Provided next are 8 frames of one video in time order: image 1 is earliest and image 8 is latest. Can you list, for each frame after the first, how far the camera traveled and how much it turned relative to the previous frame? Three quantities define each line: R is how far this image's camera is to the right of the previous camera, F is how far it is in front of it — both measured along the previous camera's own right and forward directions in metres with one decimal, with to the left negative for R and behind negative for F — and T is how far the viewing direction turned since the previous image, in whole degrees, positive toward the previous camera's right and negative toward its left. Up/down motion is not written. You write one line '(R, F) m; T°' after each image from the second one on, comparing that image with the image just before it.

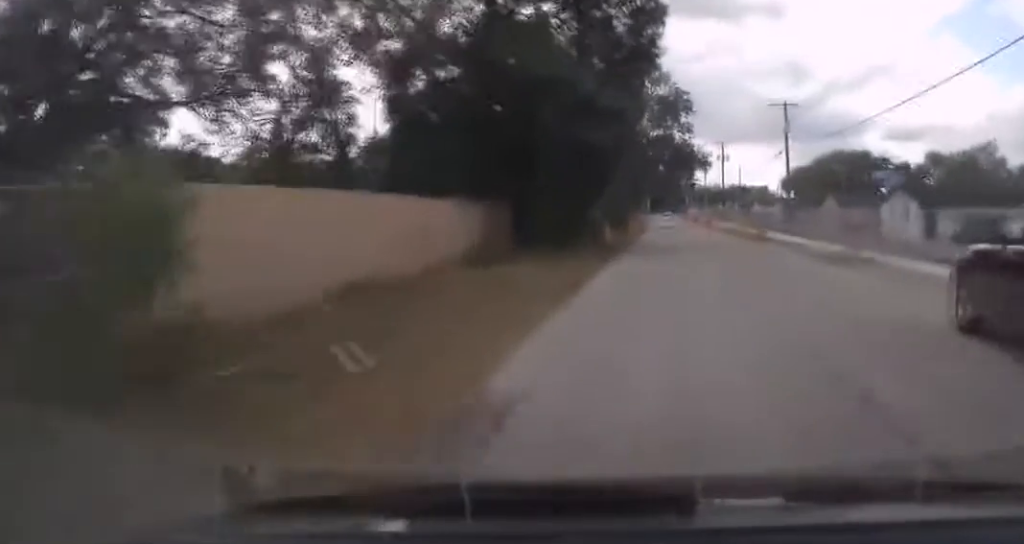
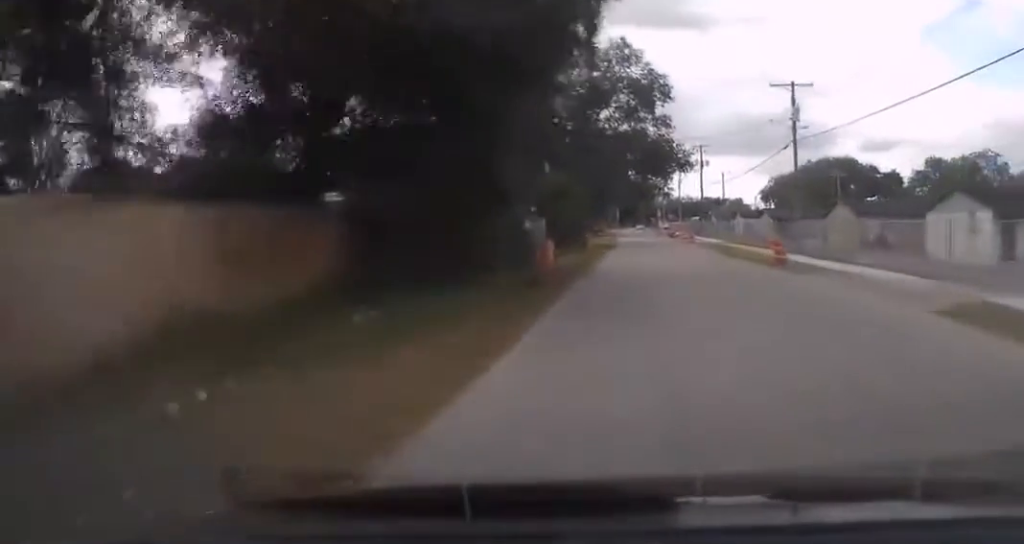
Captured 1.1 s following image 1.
(0.0, +13.2) m; +2°
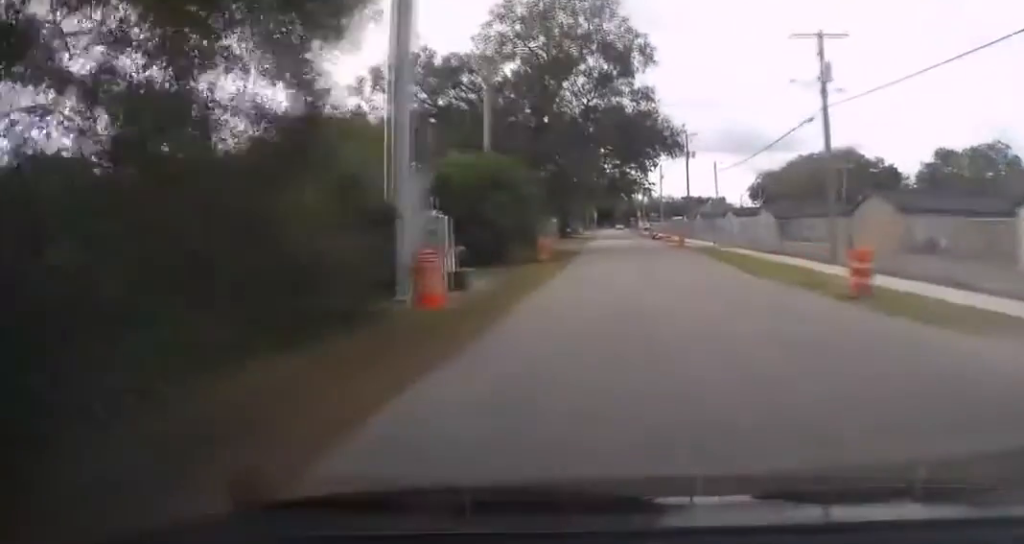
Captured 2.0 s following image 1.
(+0.3, +12.0) m; +2°
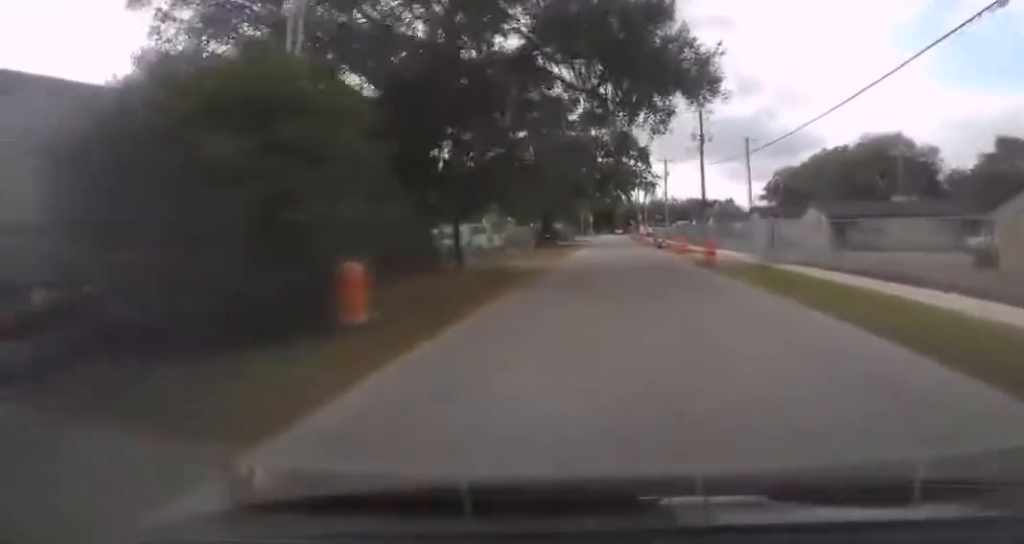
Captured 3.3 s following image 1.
(+0.2, +18.9) m; 0°
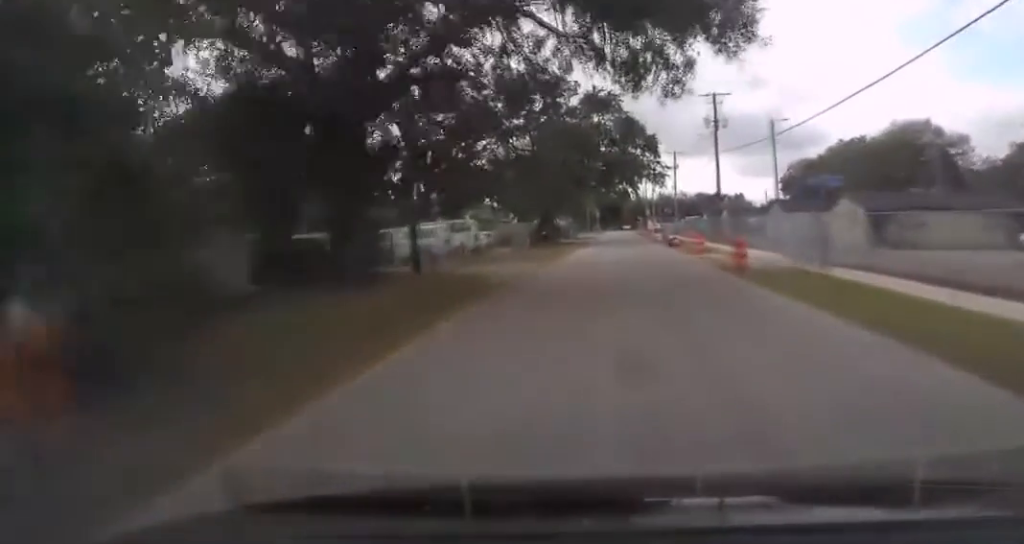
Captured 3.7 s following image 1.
(0.0, +6.4) m; 0°
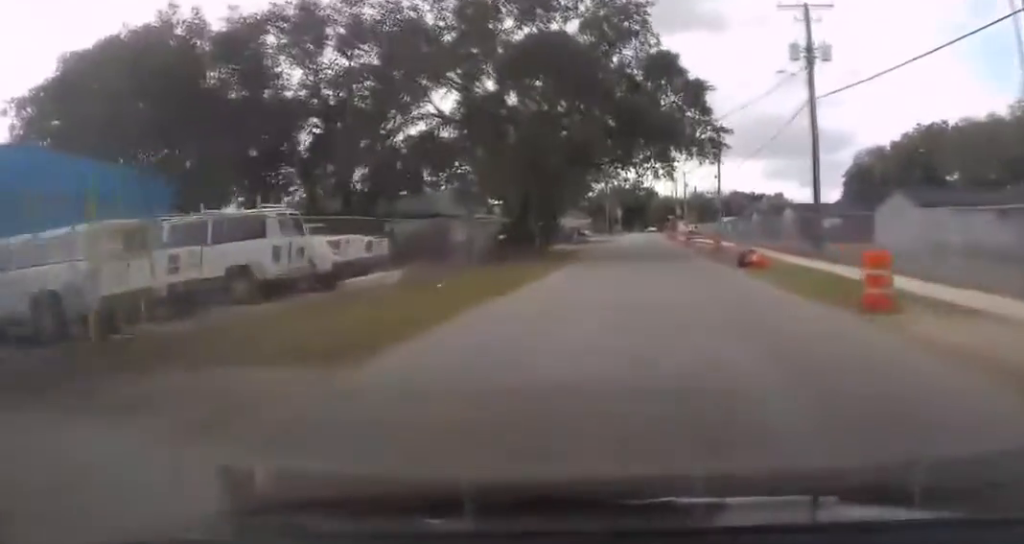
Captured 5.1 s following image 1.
(-0.5, +24.7) m; -2°
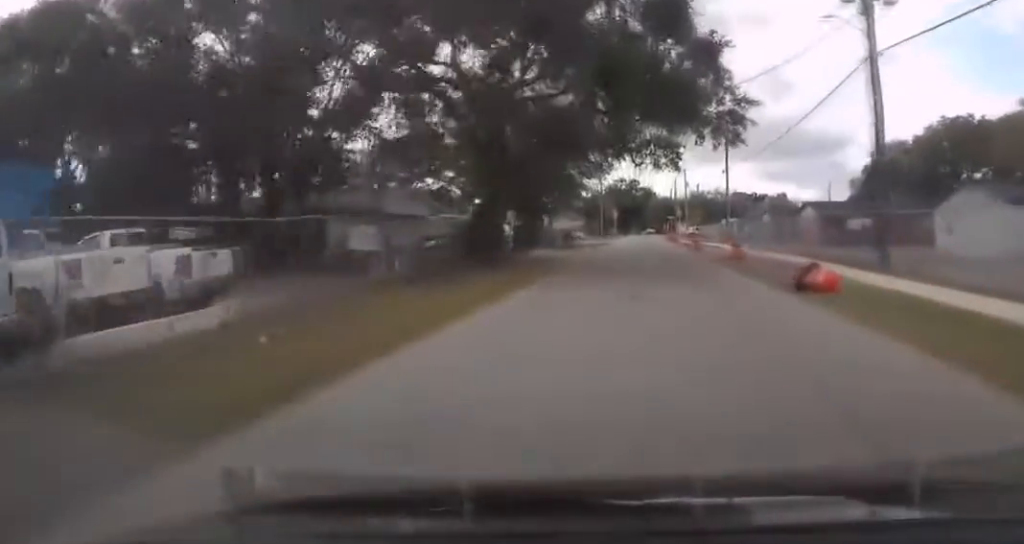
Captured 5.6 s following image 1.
(-0.1, +9.5) m; 0°
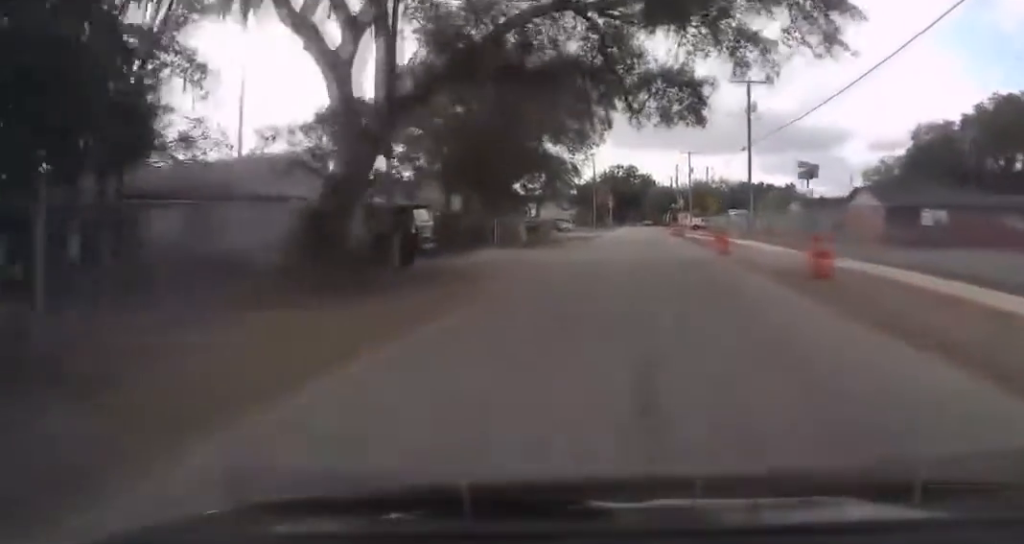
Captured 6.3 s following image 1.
(0.0, +14.9) m; 0°
